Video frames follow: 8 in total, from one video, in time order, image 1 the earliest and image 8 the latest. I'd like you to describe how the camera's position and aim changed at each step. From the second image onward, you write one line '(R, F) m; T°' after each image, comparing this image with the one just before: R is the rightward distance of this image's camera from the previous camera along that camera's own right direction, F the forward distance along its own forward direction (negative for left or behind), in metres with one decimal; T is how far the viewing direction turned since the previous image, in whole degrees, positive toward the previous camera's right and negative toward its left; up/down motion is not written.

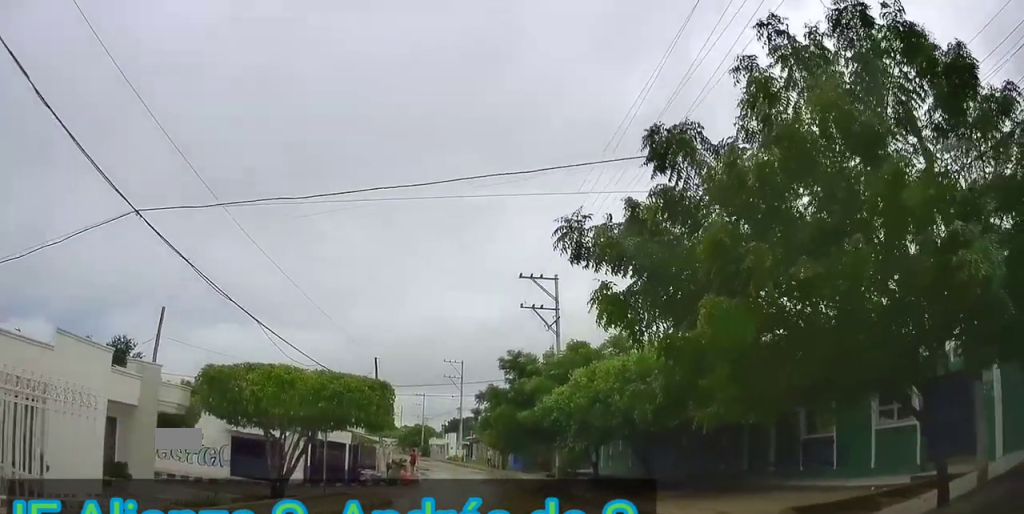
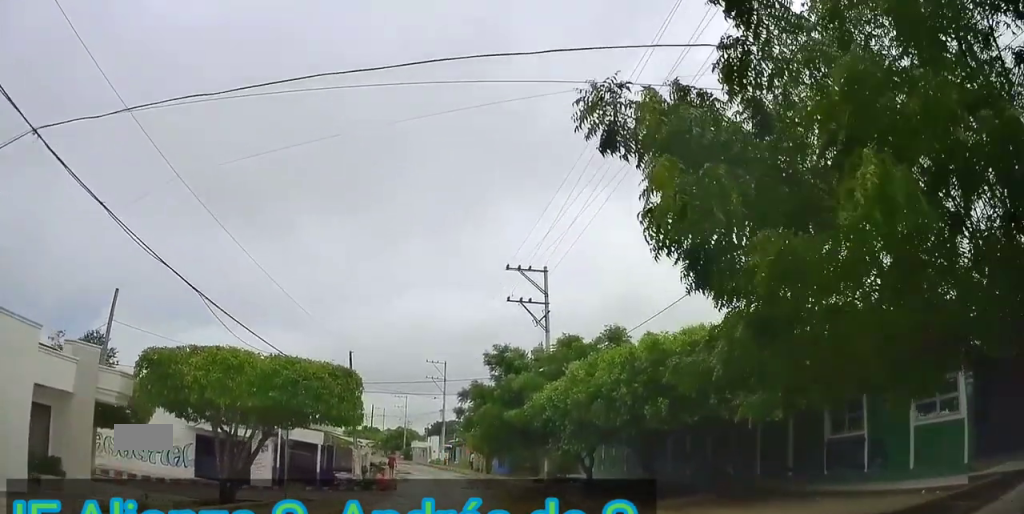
(0.0, +3.5) m; 0°
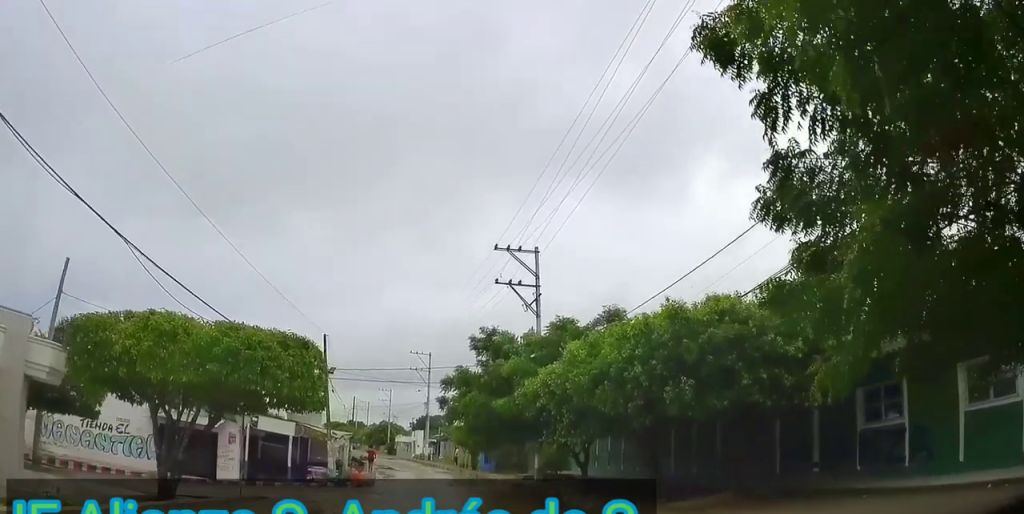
(0.0, +3.7) m; 0°
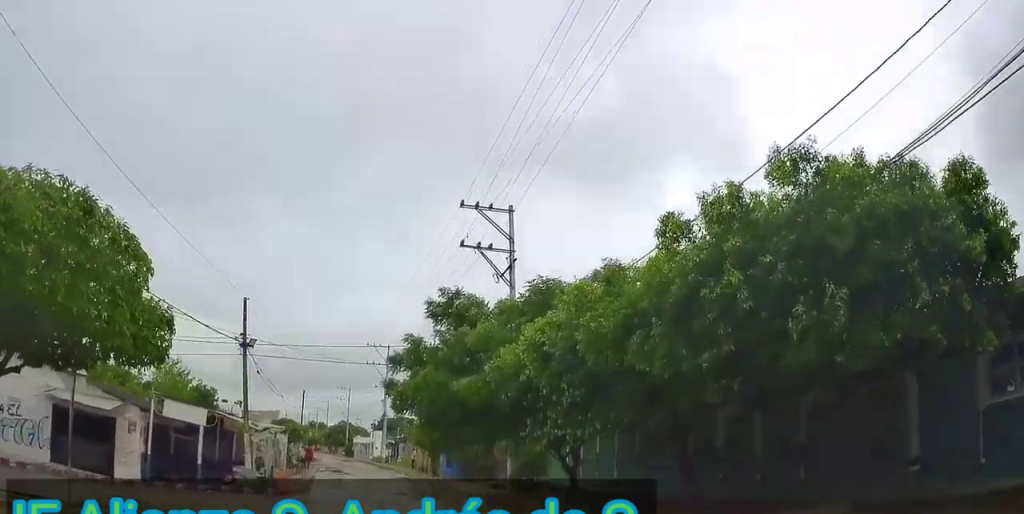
(0.0, +8.4) m; 0°
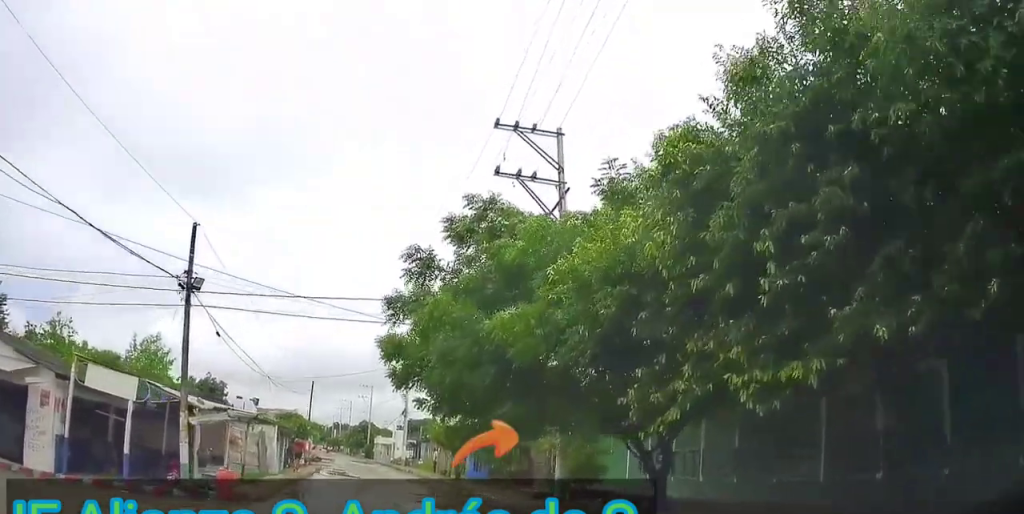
(0.0, +6.9) m; 0°
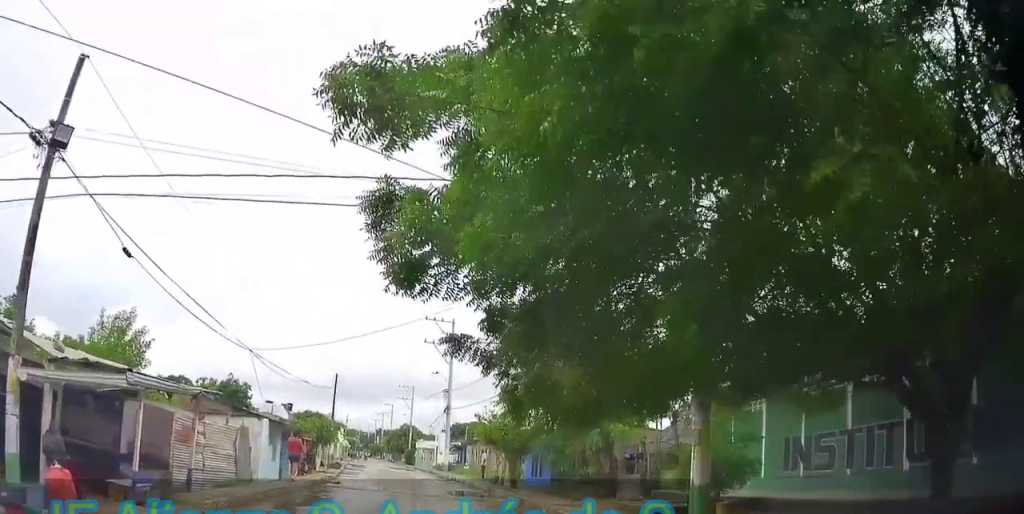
(0.0, +7.1) m; -1°
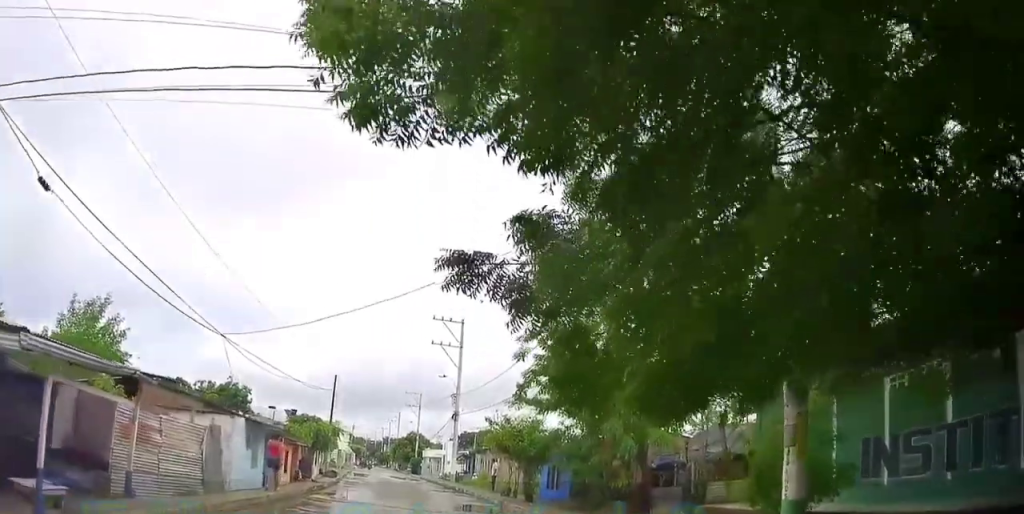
(0.0, +2.7) m; -1°
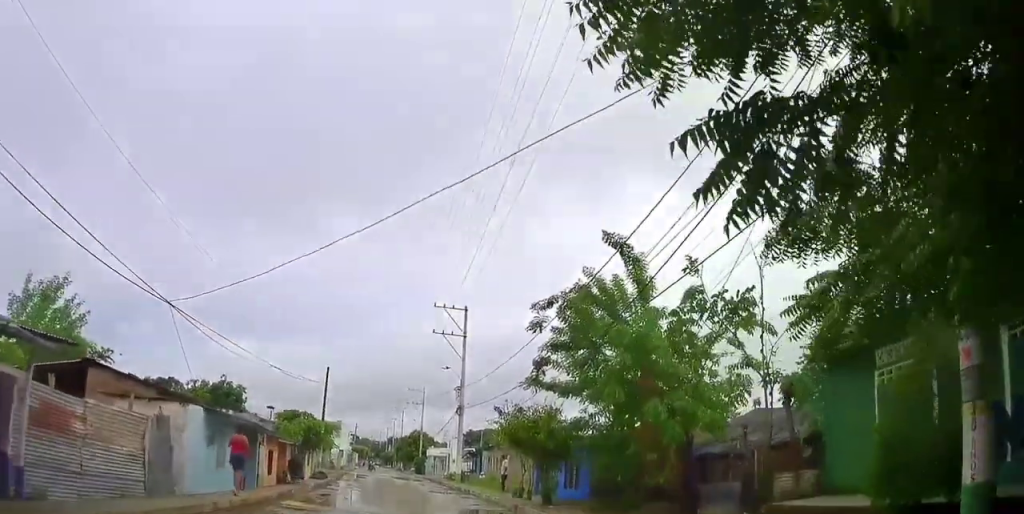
(0.0, +3.0) m; -4°
